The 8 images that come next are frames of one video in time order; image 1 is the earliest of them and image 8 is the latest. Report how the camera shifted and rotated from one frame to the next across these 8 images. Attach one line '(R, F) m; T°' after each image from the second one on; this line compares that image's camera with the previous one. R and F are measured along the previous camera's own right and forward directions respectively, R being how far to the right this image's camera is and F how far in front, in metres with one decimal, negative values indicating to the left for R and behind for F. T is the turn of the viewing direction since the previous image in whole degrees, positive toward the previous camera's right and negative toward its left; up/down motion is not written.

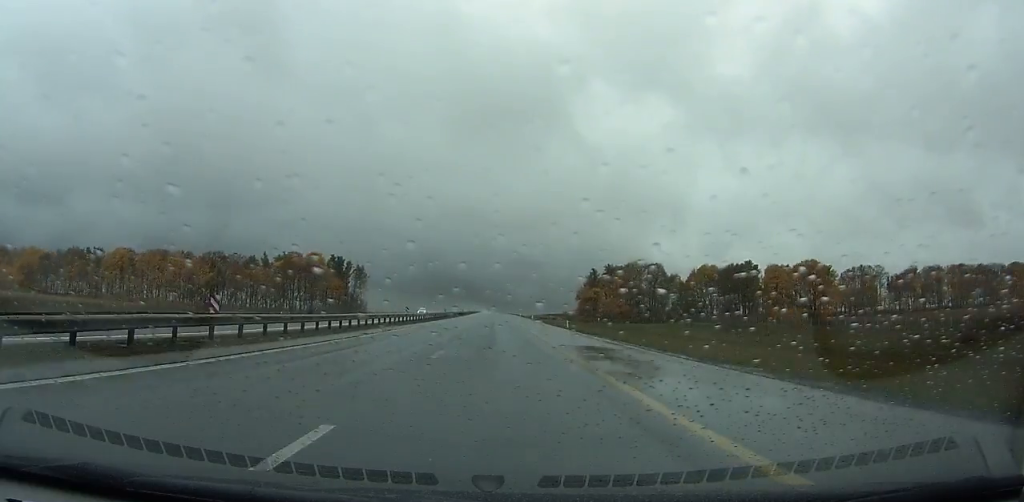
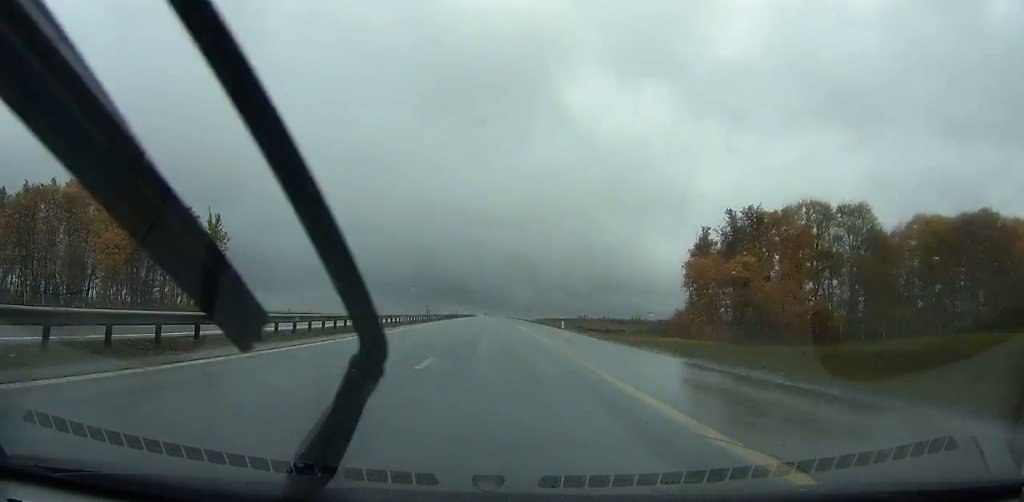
(-0.2, +98.6) m; 0°
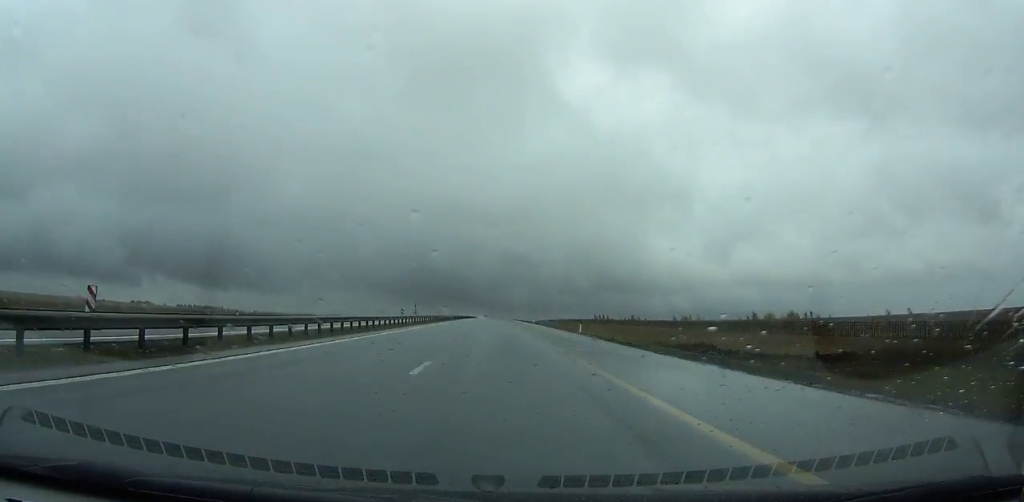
(0.0, +61.1) m; 0°
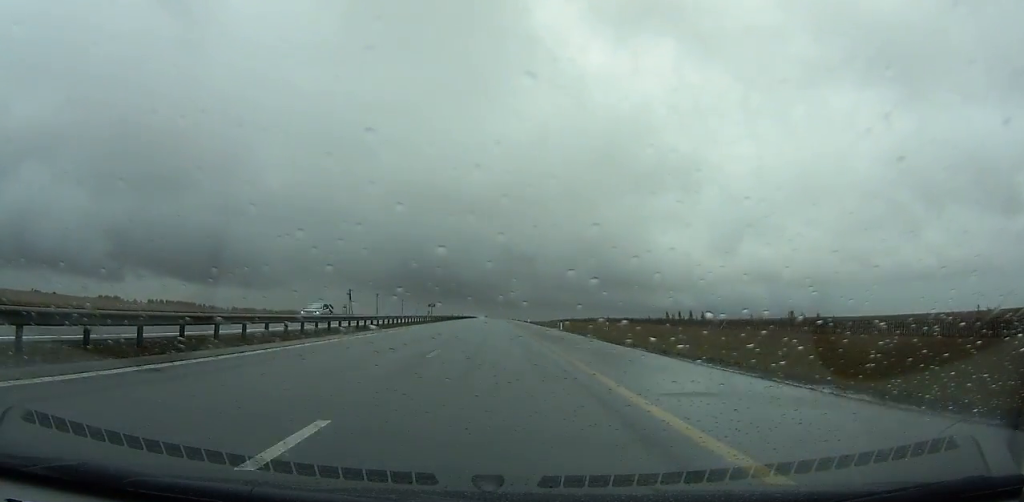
(-0.8, +140.2) m; 0°
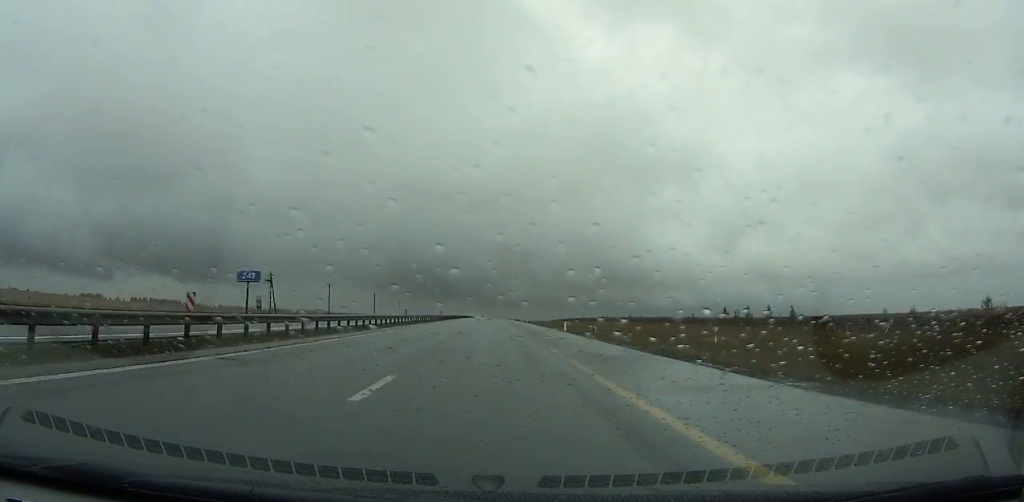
(0.0, +56.3) m; 0°
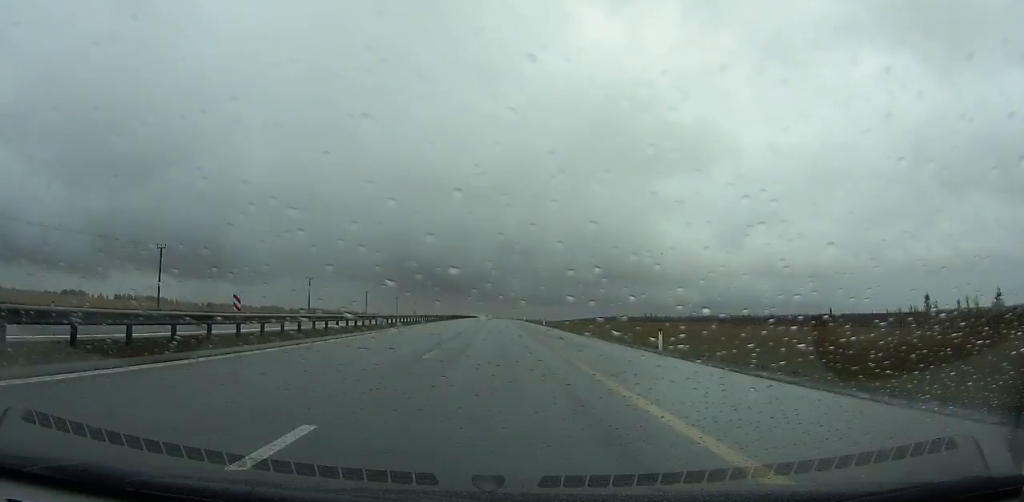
(-0.2, +75.9) m; 0°
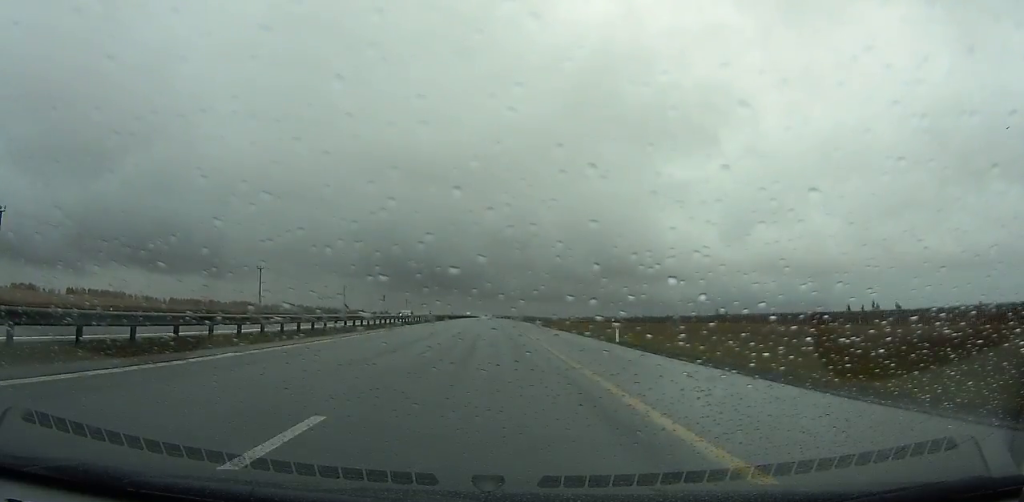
(-0.5, +146.3) m; 0°
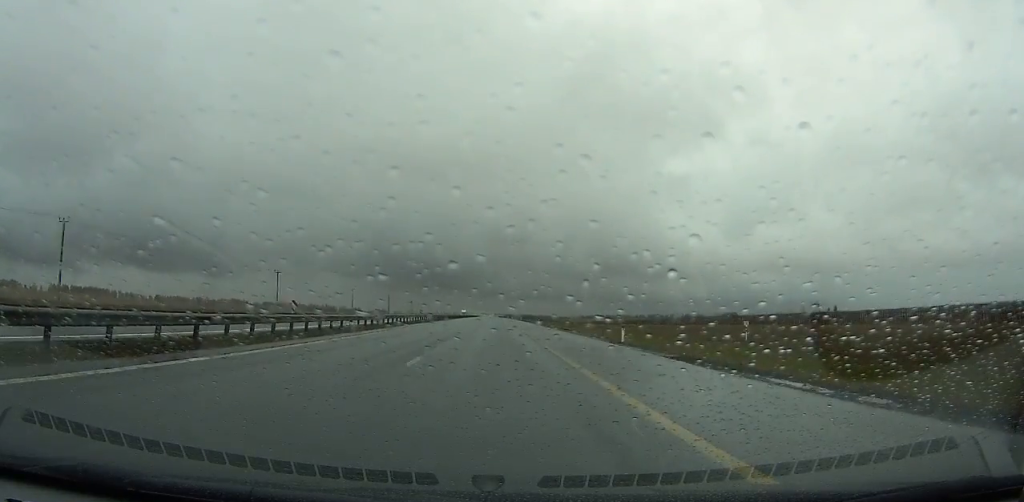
(+0.1, +50.9) m; 0°
